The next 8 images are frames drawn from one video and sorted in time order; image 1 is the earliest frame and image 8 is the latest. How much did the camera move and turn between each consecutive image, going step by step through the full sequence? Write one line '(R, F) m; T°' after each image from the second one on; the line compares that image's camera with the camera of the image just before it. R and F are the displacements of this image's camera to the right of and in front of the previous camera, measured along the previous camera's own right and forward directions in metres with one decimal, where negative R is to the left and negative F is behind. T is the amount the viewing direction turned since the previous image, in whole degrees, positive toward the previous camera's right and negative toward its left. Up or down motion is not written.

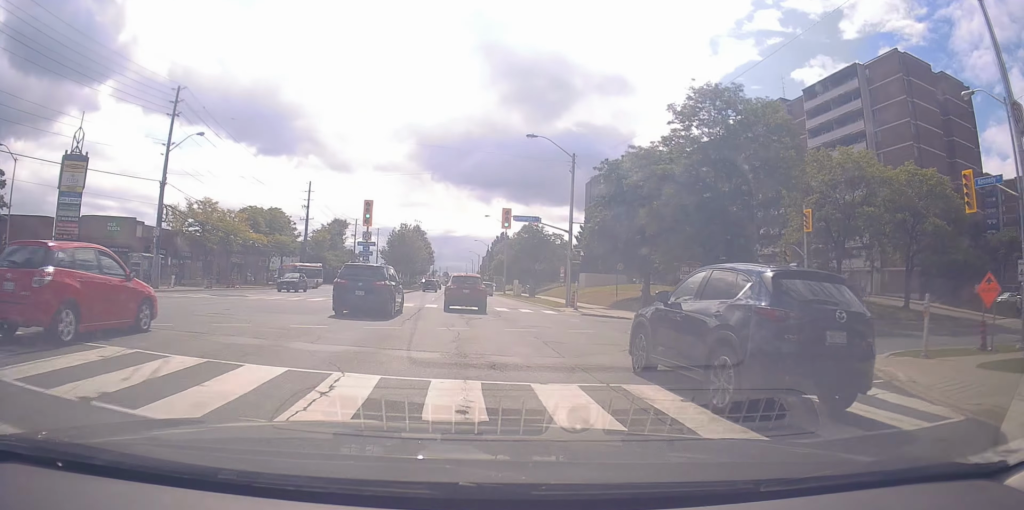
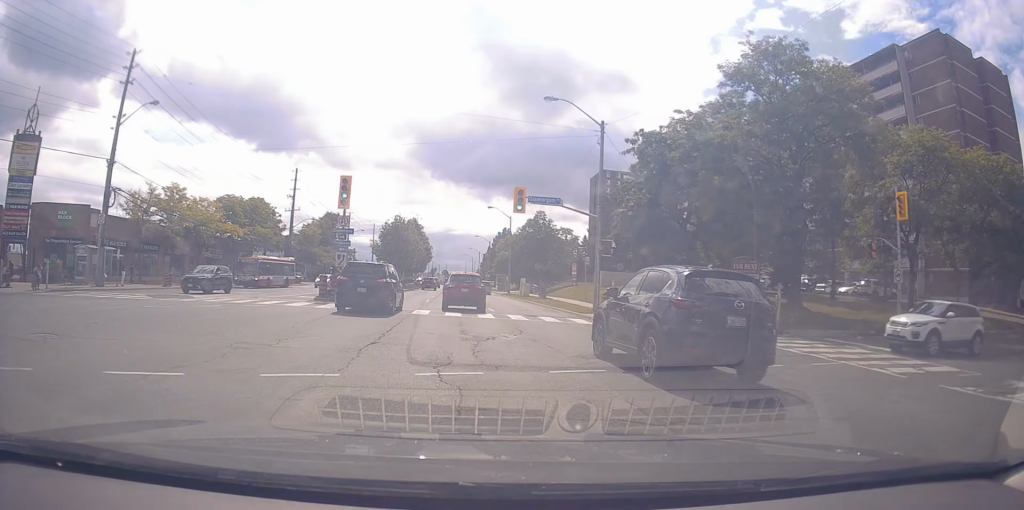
(-0.1, +7.6) m; 0°
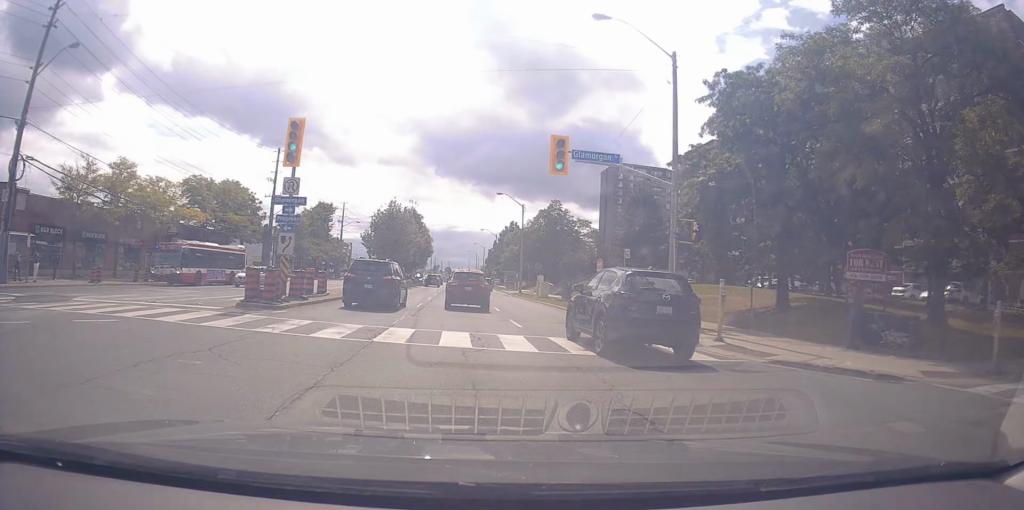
(0.0, +10.1) m; +1°
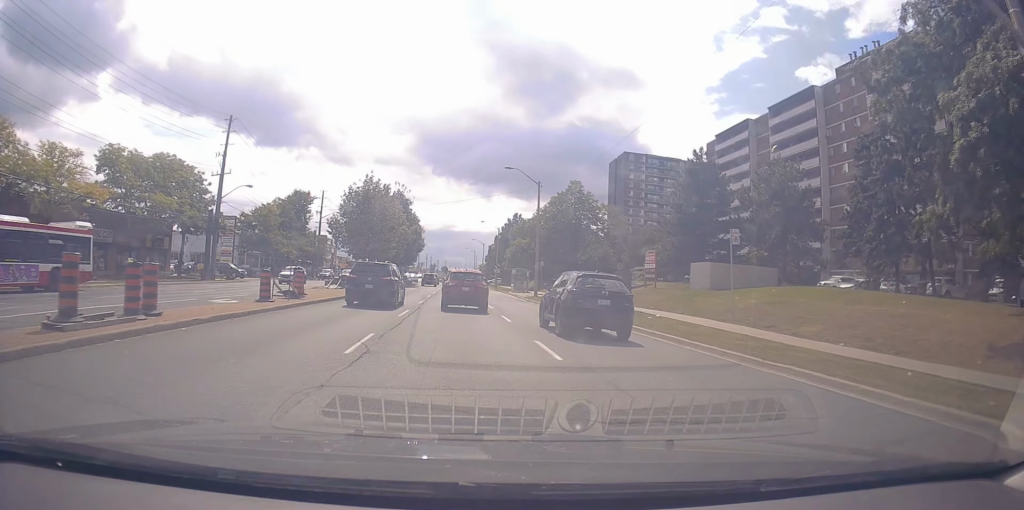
(+0.5, +15.0) m; +2°
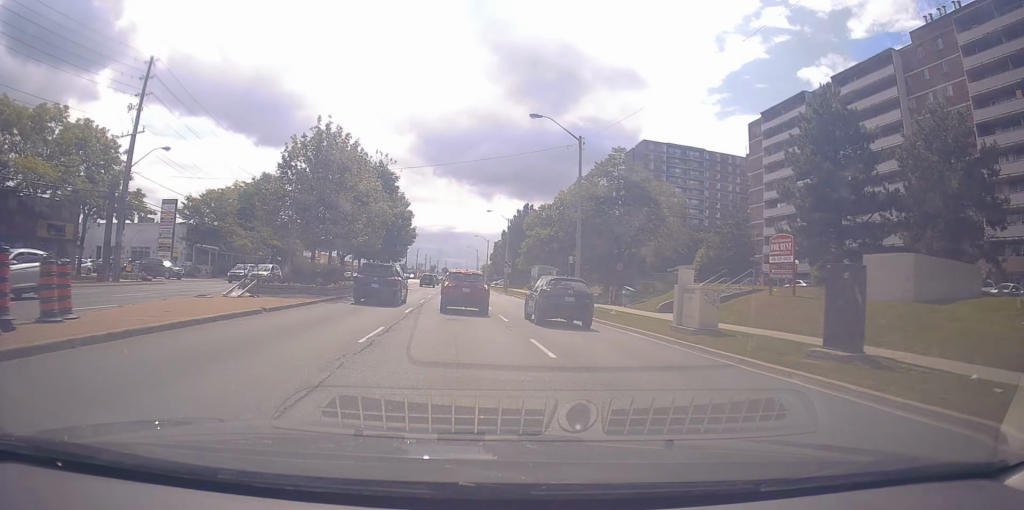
(+0.1, +17.1) m; -2°
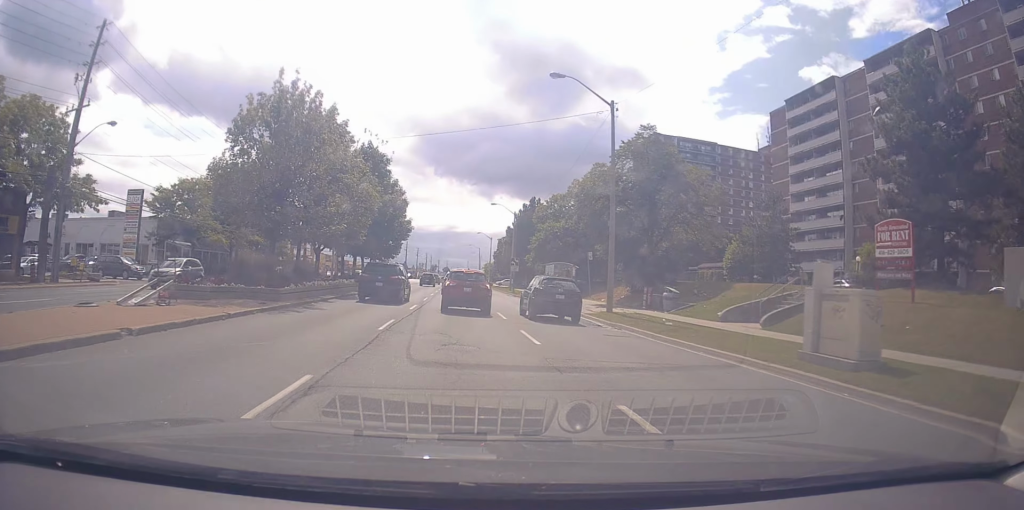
(-0.2, +7.2) m; -1°
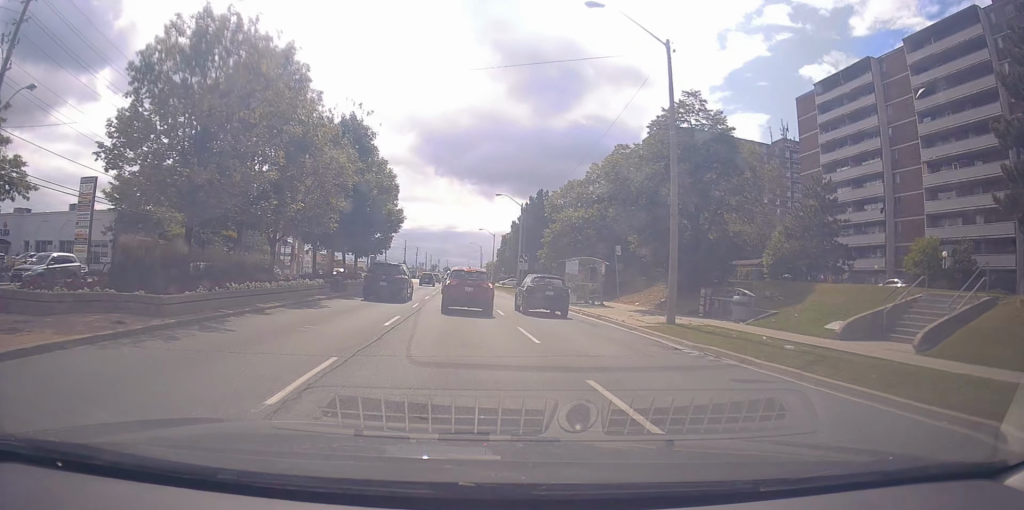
(-0.2, +7.9) m; 0°
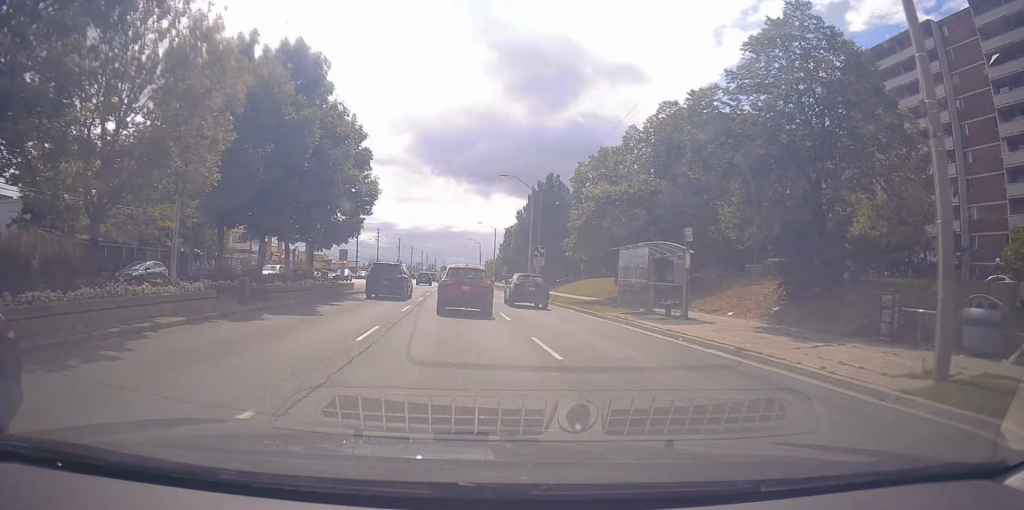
(+0.4, +12.7) m; +1°
